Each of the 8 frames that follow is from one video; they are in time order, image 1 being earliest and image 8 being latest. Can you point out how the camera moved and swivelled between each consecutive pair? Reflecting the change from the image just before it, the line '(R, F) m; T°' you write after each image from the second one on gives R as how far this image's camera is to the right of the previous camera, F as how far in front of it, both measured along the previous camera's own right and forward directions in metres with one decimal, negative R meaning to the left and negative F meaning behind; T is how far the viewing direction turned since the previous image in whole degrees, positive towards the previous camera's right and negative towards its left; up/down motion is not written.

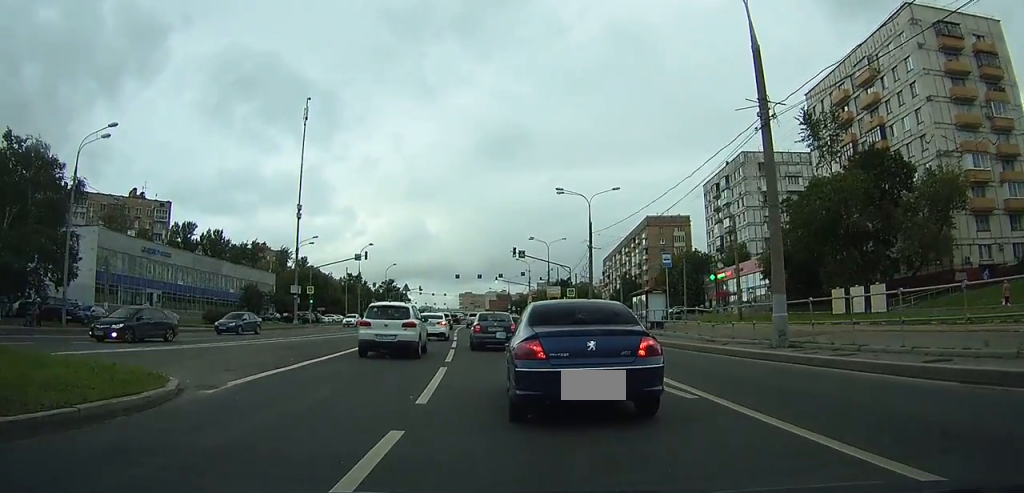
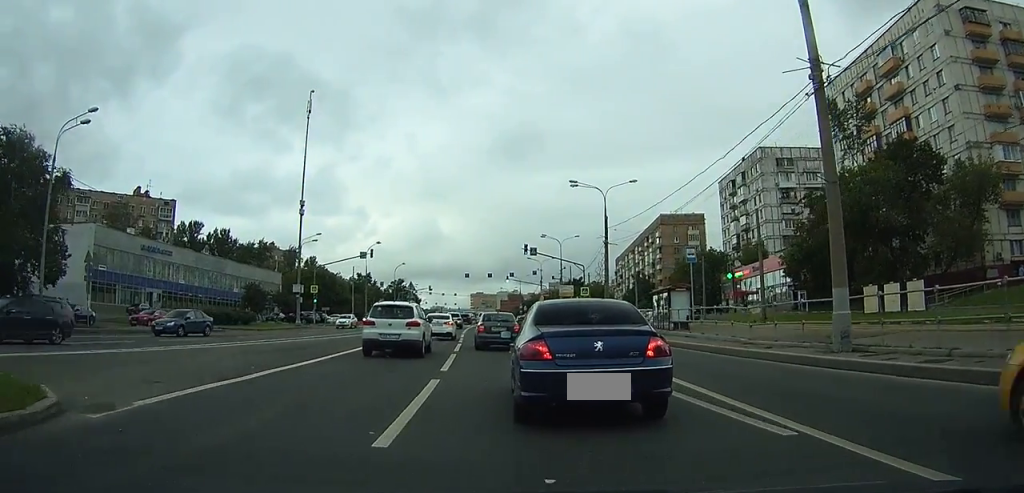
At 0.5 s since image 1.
(0.0, +2.5) m; -1°
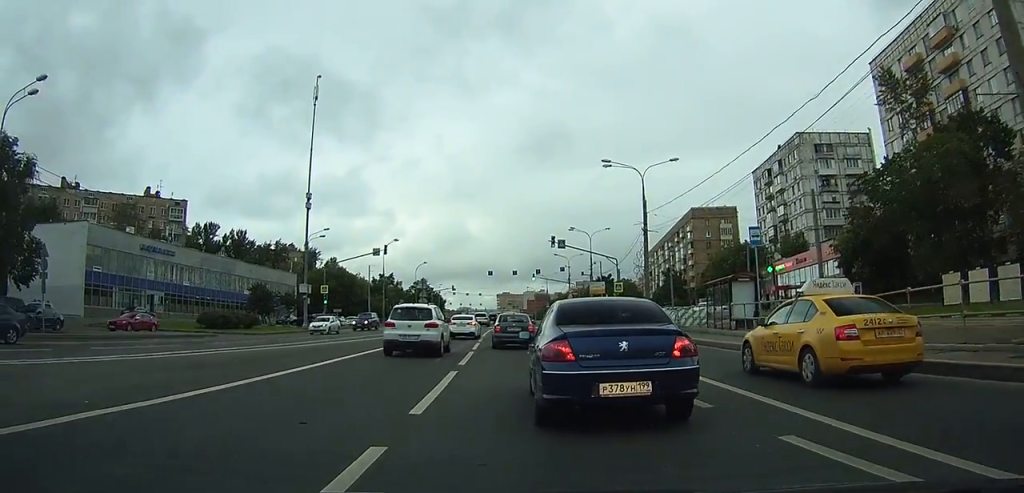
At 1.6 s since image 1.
(-0.1, +5.4) m; -2°
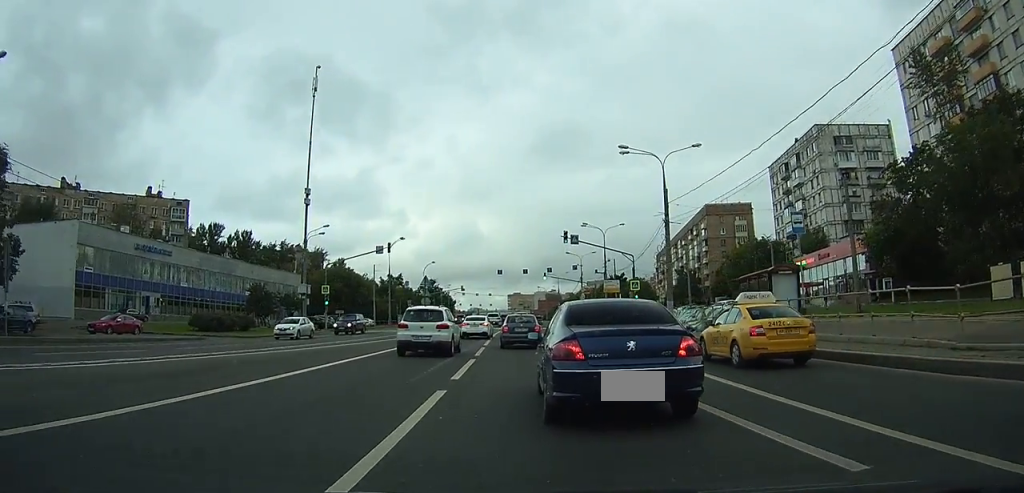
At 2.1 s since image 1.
(0.0, +3.3) m; -1°
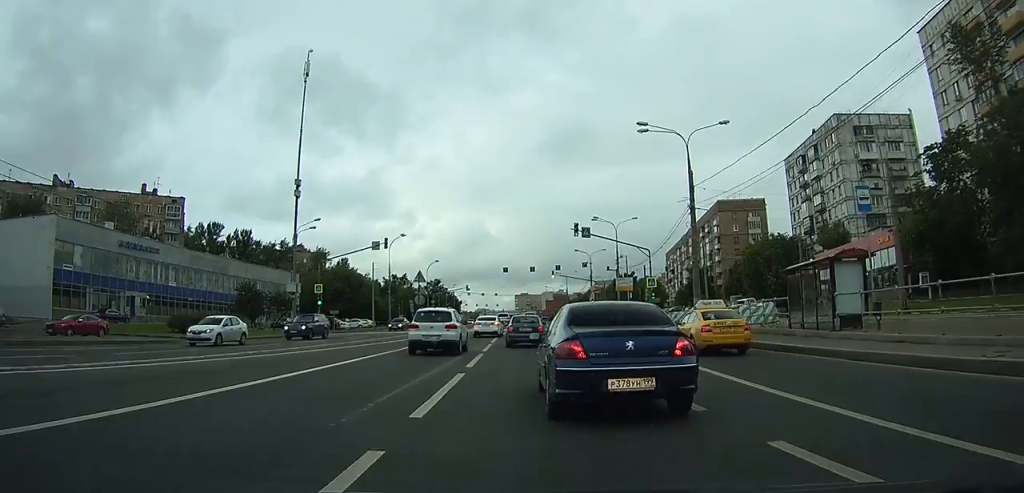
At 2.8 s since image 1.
(-0.1, +4.4) m; -1°
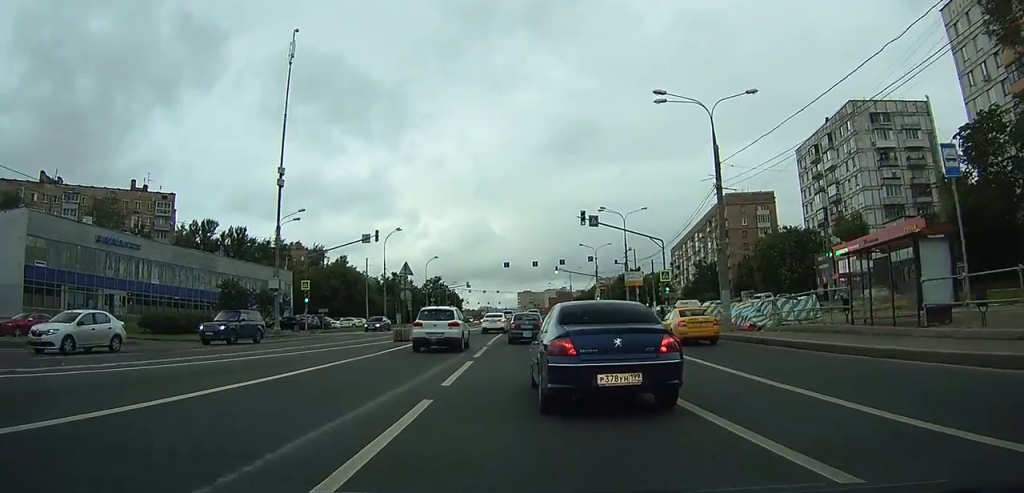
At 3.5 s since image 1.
(0.0, +4.2) m; -1°
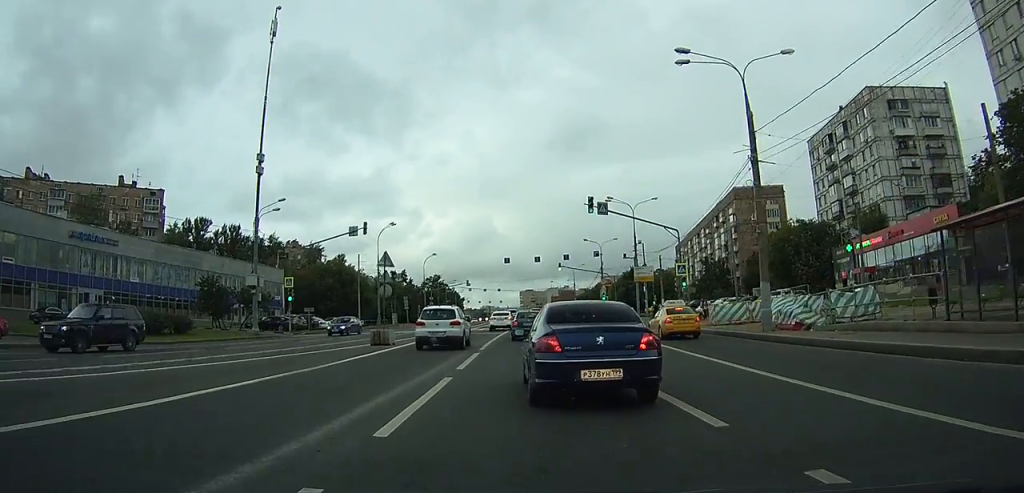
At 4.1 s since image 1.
(0.0, +4.5) m; -1°
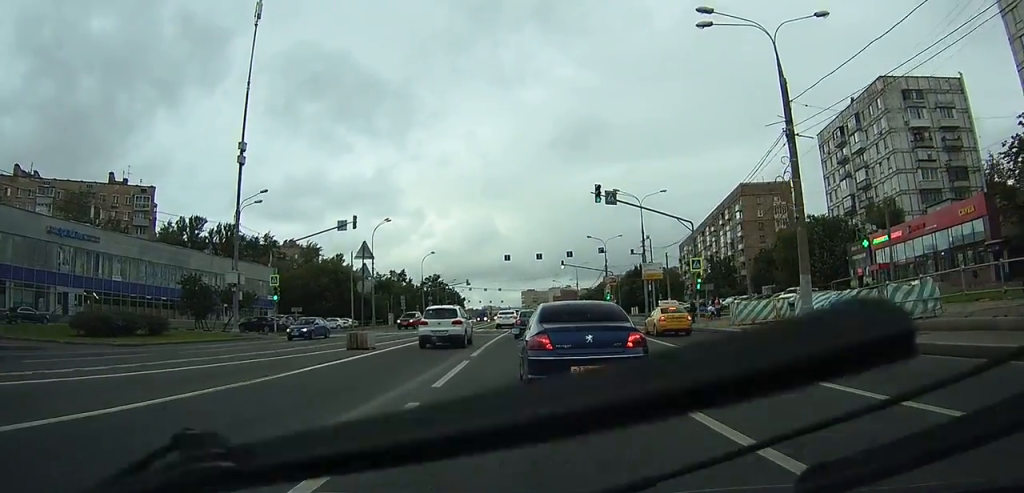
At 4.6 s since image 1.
(0.0, +3.5) m; -1°
